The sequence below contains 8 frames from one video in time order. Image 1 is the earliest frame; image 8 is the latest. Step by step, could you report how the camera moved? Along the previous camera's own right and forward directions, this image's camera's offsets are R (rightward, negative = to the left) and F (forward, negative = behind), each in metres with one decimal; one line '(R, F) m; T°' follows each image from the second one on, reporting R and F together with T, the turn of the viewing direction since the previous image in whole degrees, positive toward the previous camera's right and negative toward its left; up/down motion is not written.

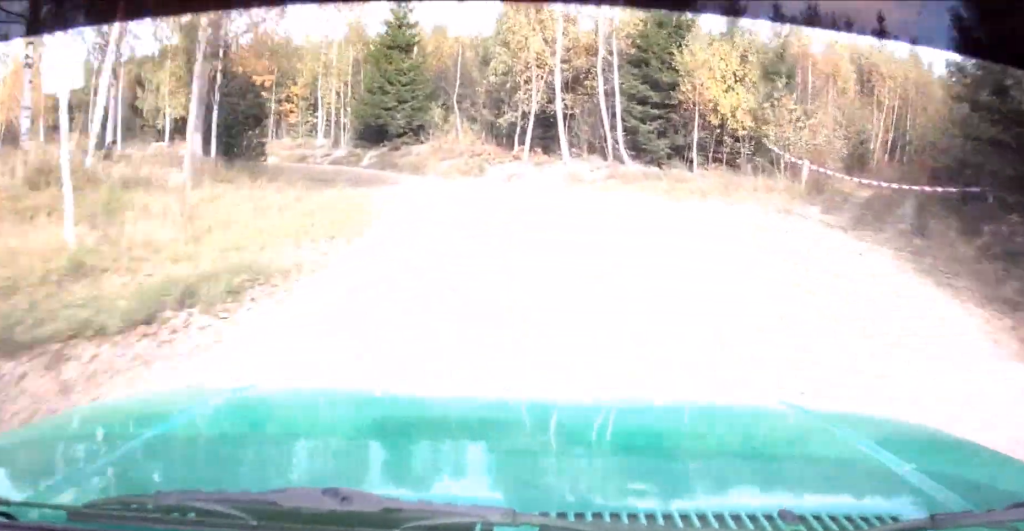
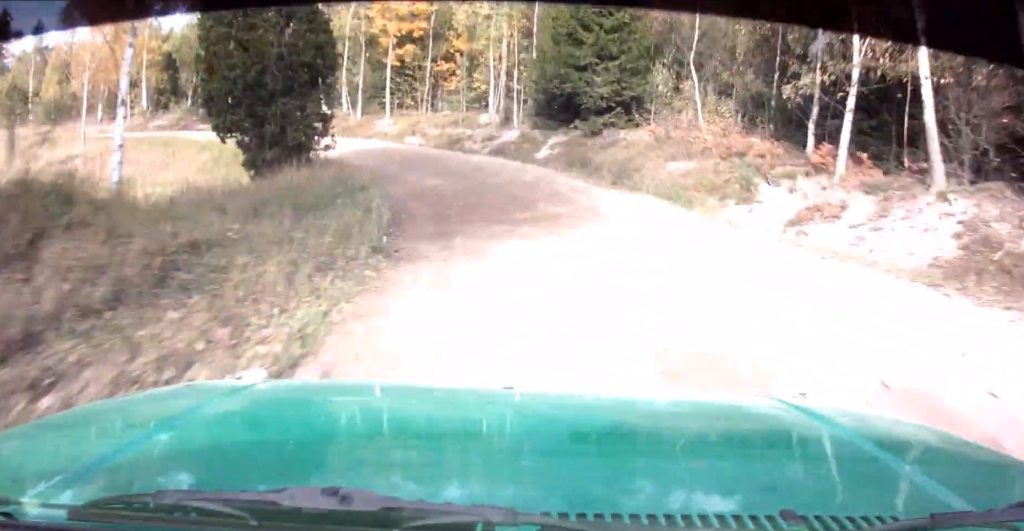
(+0.8, +16.1) m; -25°
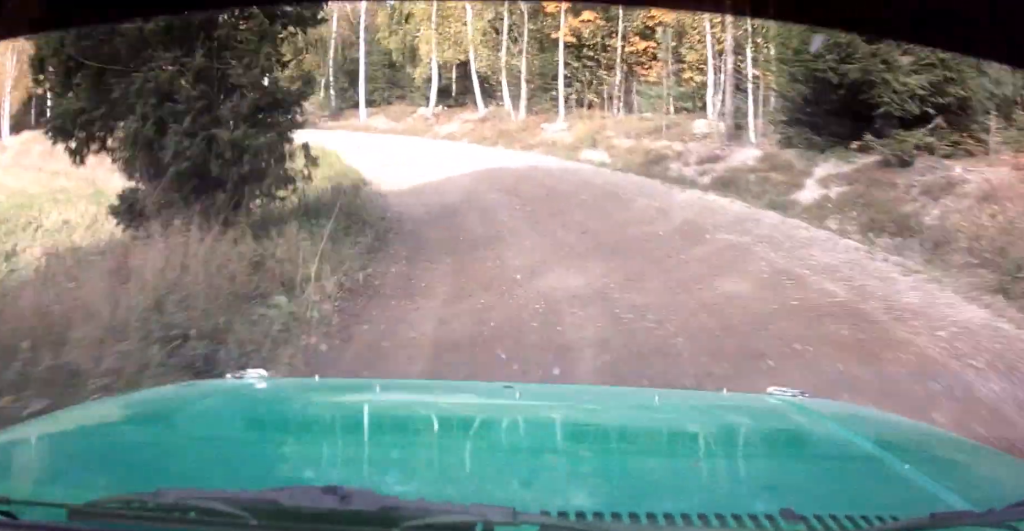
(-5.4, +8.5) m; -25°
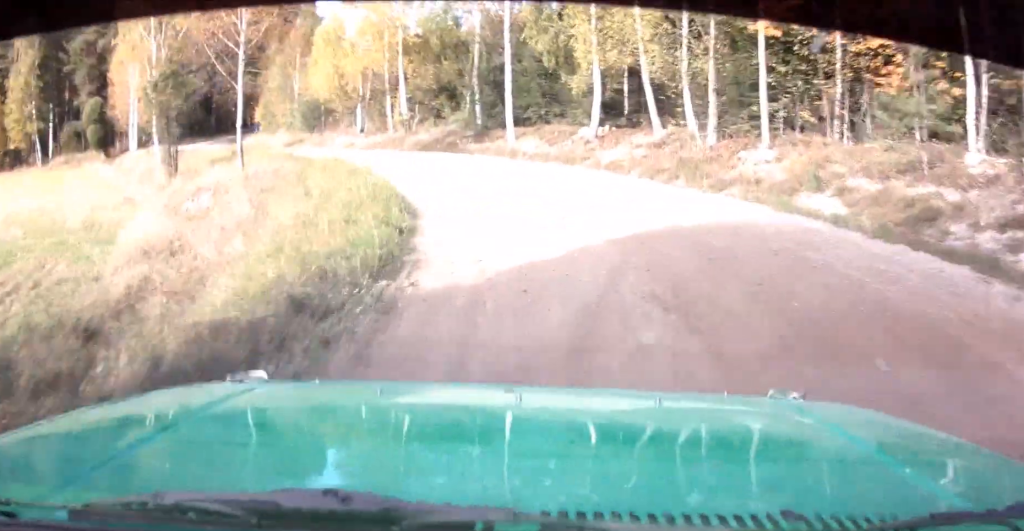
(-1.3, +7.0) m; -14°
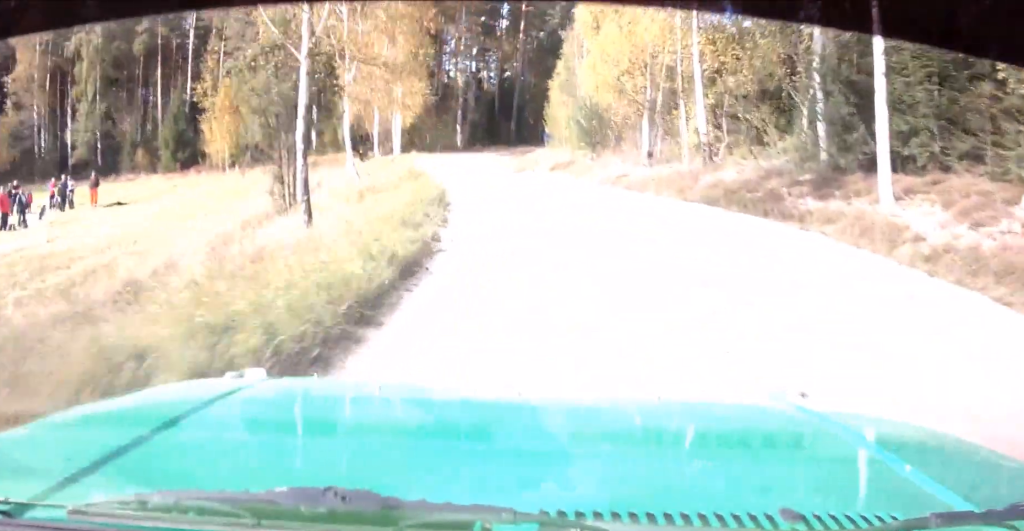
(-1.2, +14.1) m; -2°
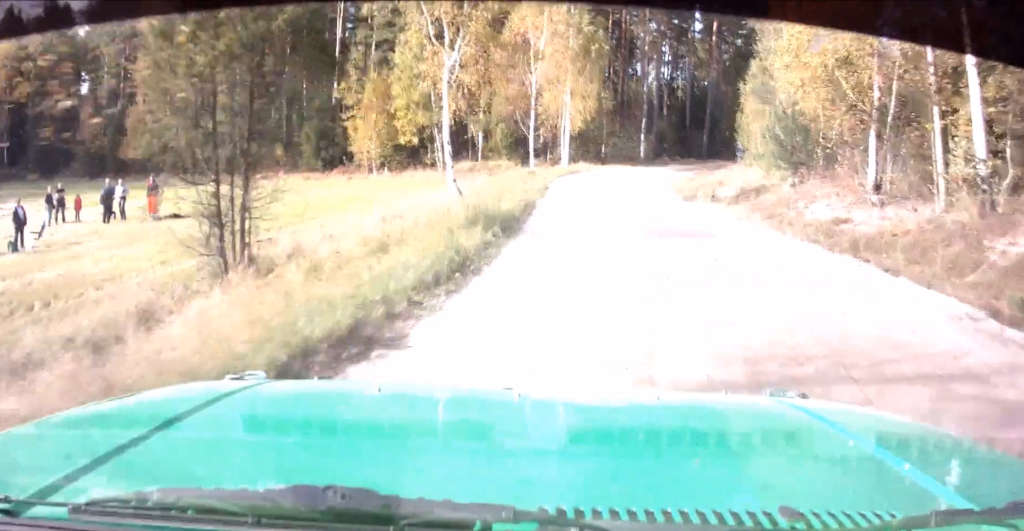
(+0.1, +10.1) m; +7°
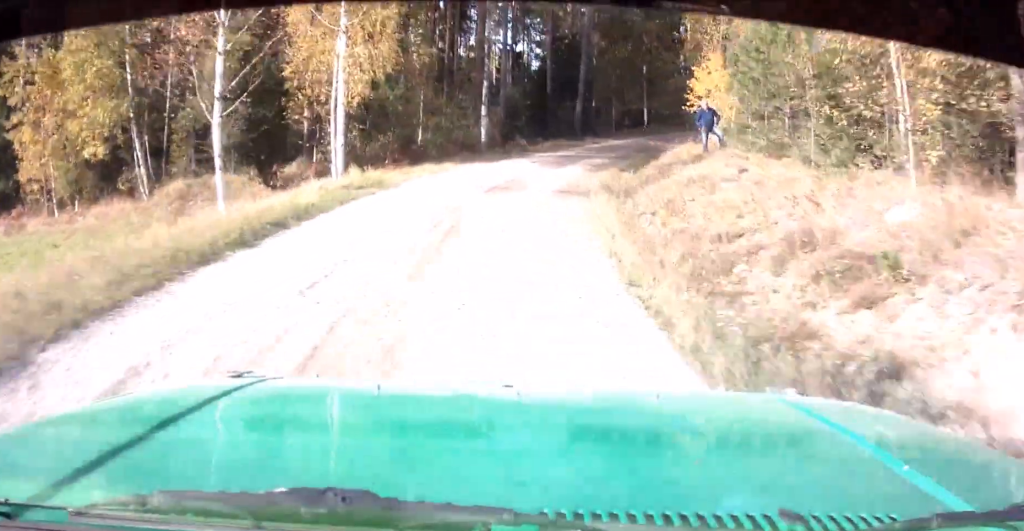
(+5.8, +24.9) m; +23°
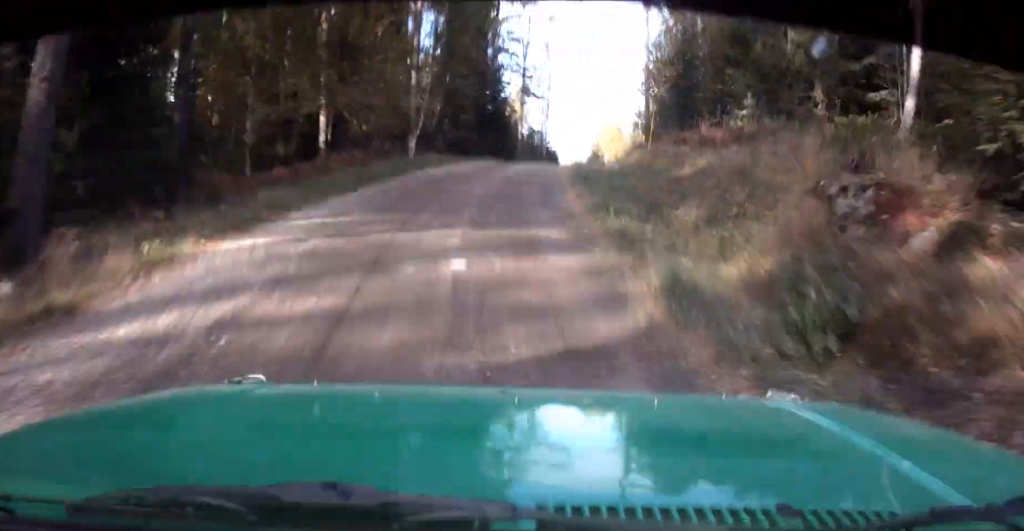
(+1.8, +44.9) m; +1°
